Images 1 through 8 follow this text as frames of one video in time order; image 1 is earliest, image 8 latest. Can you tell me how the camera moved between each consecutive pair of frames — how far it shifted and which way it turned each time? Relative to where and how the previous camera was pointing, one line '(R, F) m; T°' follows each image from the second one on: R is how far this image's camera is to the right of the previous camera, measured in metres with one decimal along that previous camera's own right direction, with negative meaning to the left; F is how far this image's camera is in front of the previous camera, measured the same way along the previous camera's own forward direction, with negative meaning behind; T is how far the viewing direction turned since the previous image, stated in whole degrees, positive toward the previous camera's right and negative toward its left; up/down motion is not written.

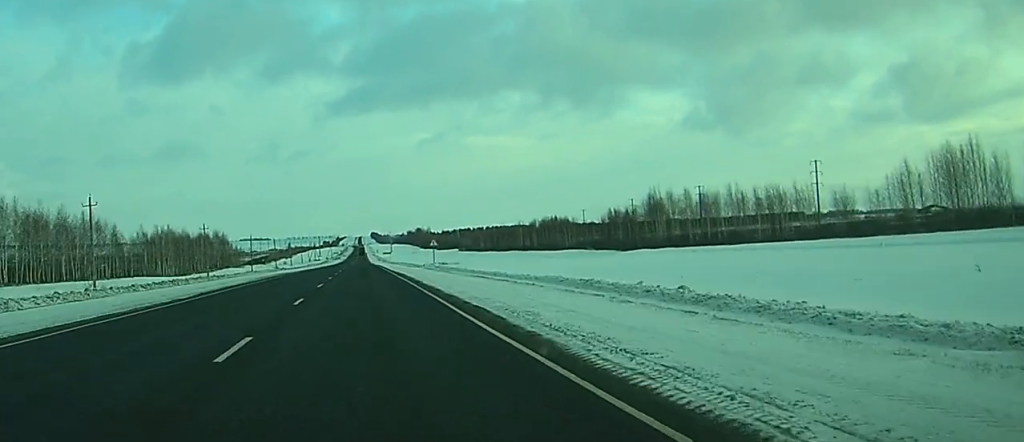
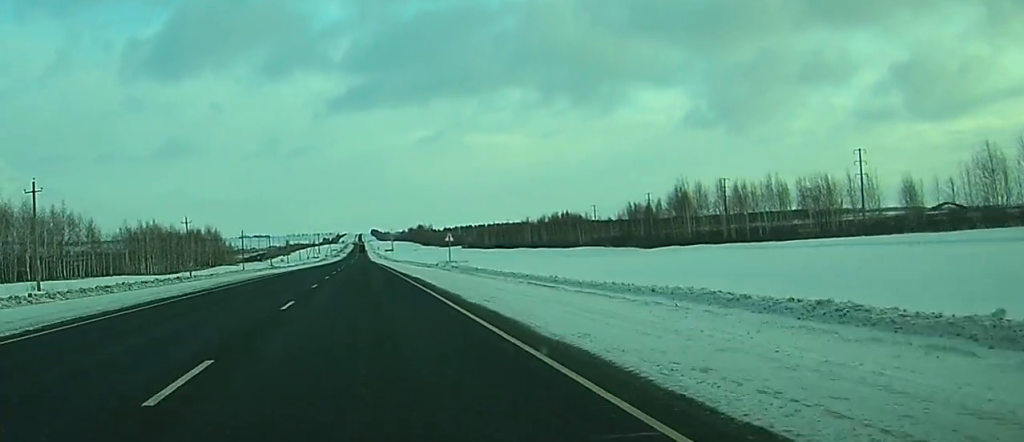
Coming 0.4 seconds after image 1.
(0.0, +15.2) m; 0°
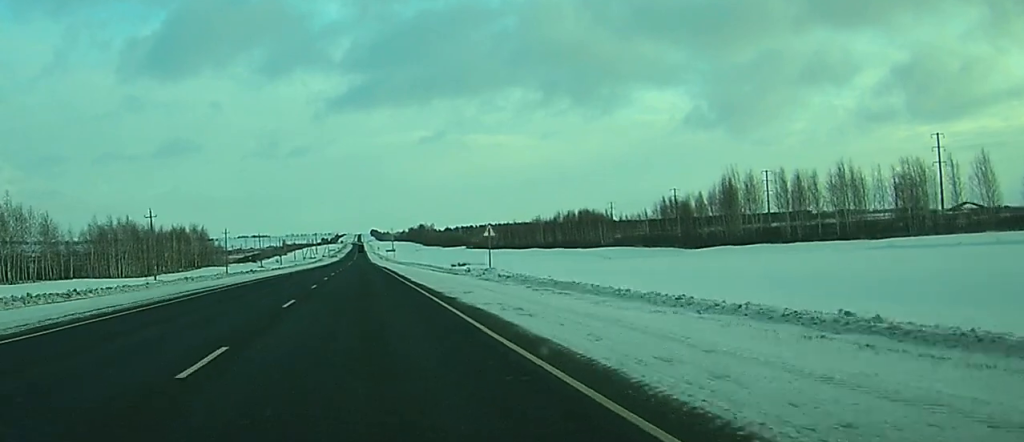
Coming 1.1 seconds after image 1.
(+0.1, +22.2) m; 0°
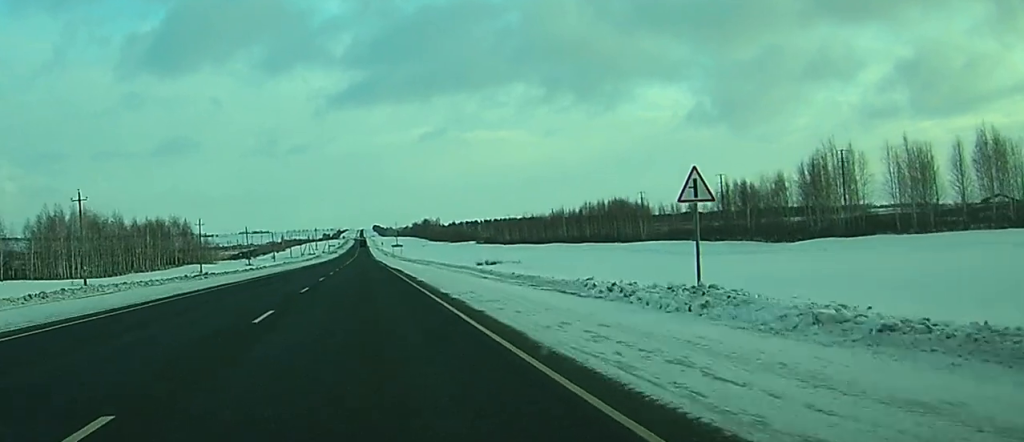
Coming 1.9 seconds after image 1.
(0.0, +29.2) m; 0°
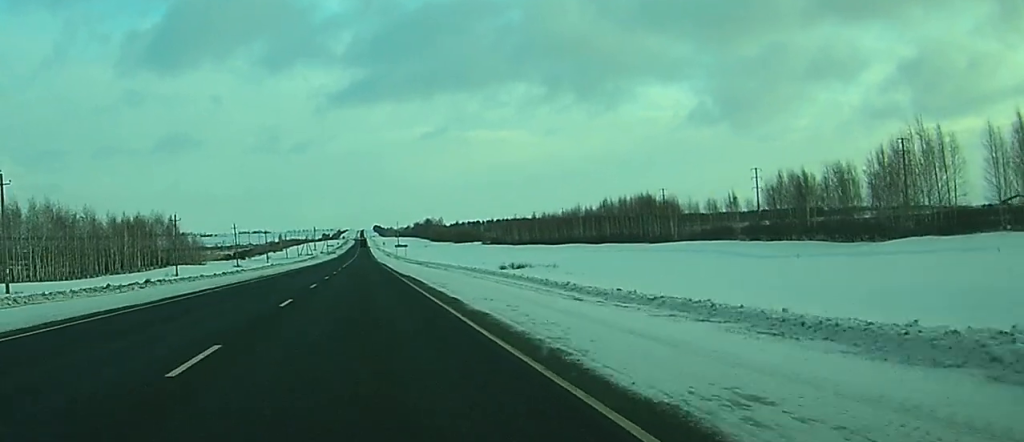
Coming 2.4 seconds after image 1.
(0.0, +18.6) m; 0°
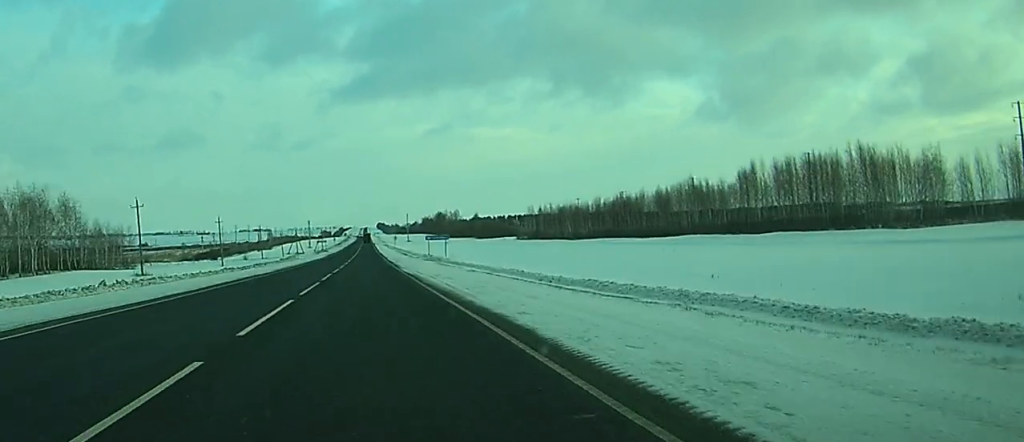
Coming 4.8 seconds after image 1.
(-0.1, +80.8) m; 0°
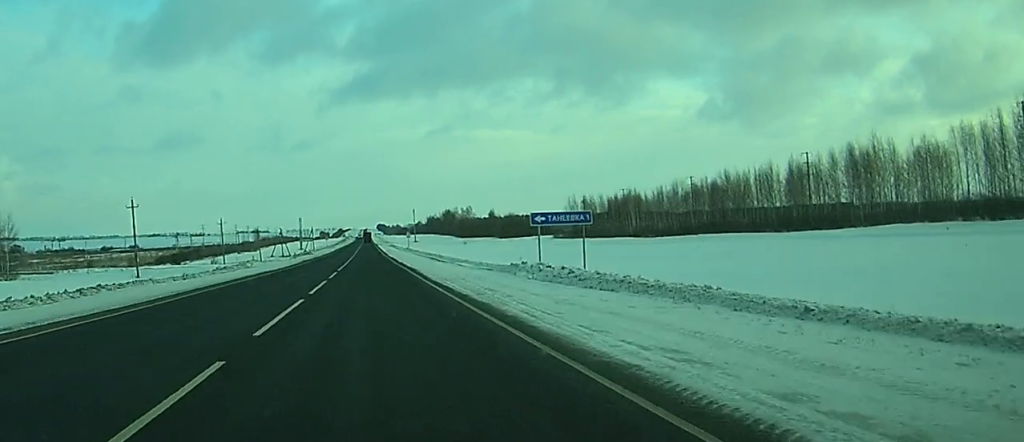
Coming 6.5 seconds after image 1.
(-0.4, +59.9) m; 0°
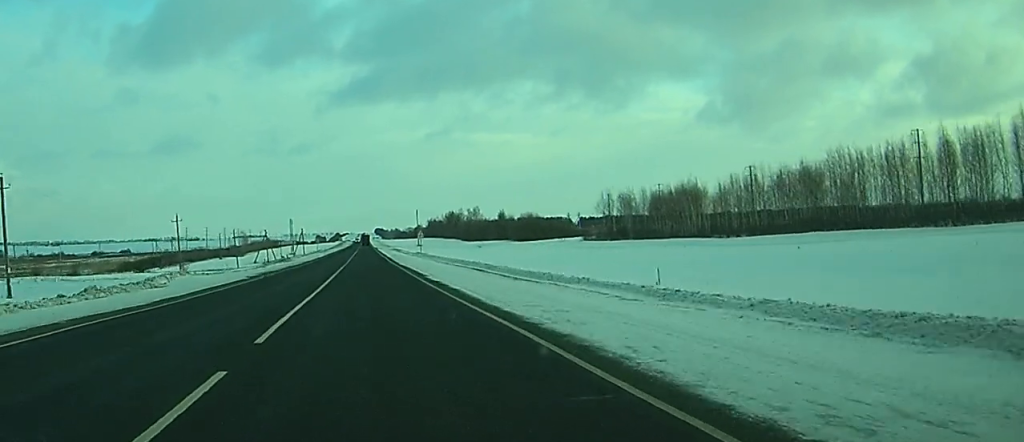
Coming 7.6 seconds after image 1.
(+0.1, +36.6) m; 0°
